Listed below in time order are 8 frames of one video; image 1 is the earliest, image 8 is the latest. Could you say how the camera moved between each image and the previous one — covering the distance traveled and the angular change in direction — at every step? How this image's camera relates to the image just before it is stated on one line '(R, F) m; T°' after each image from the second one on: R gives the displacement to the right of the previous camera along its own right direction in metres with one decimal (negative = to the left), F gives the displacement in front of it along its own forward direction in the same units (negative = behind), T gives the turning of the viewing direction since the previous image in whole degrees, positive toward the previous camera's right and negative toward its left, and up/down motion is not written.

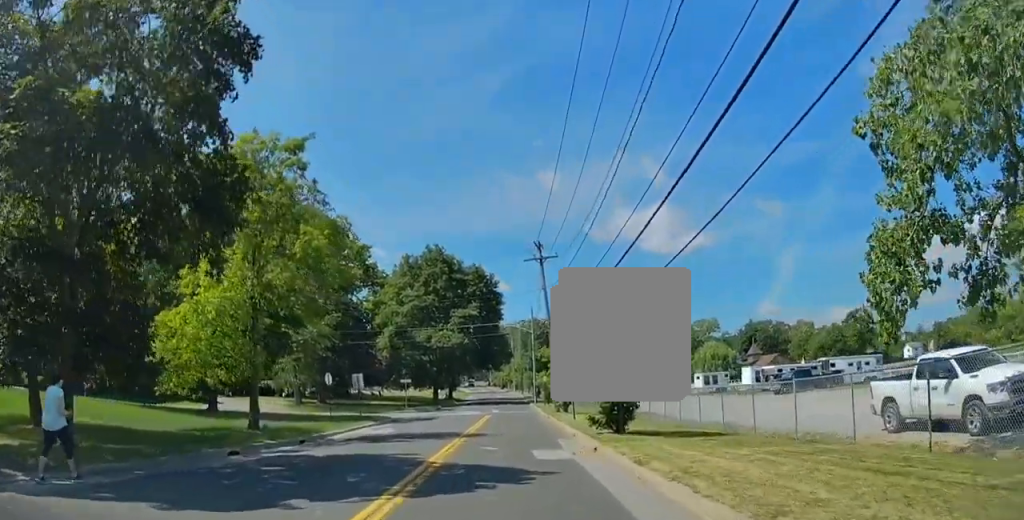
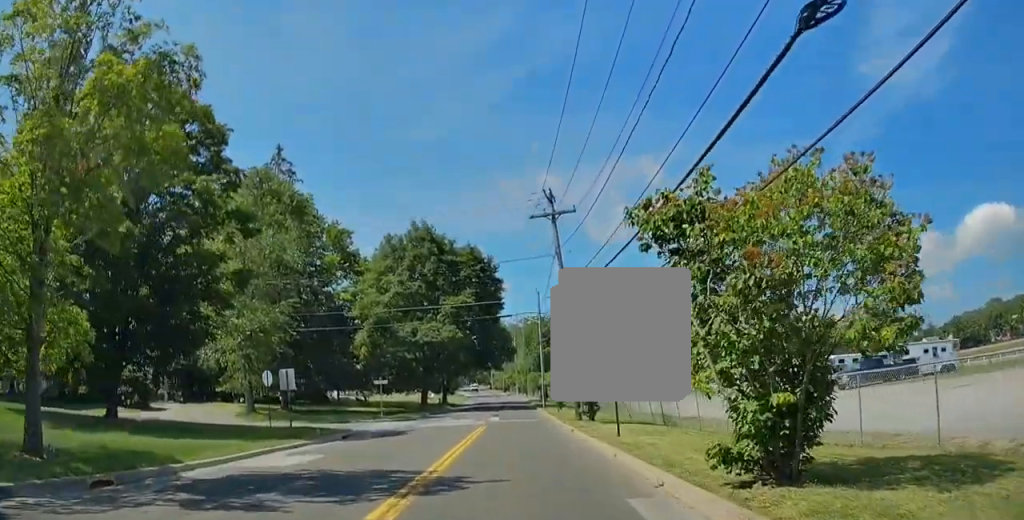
(+0.1, +12.9) m; -2°
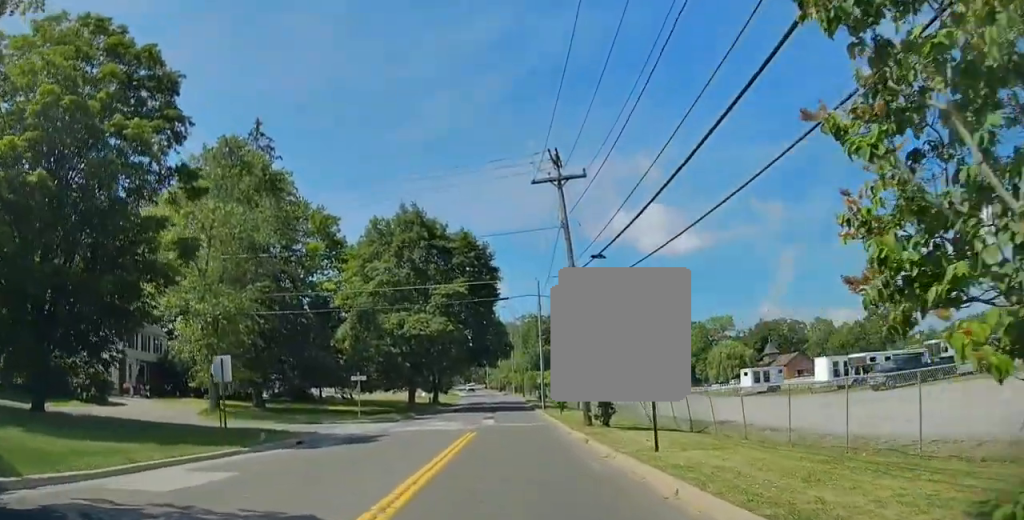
(-0.4, +5.8) m; -1°
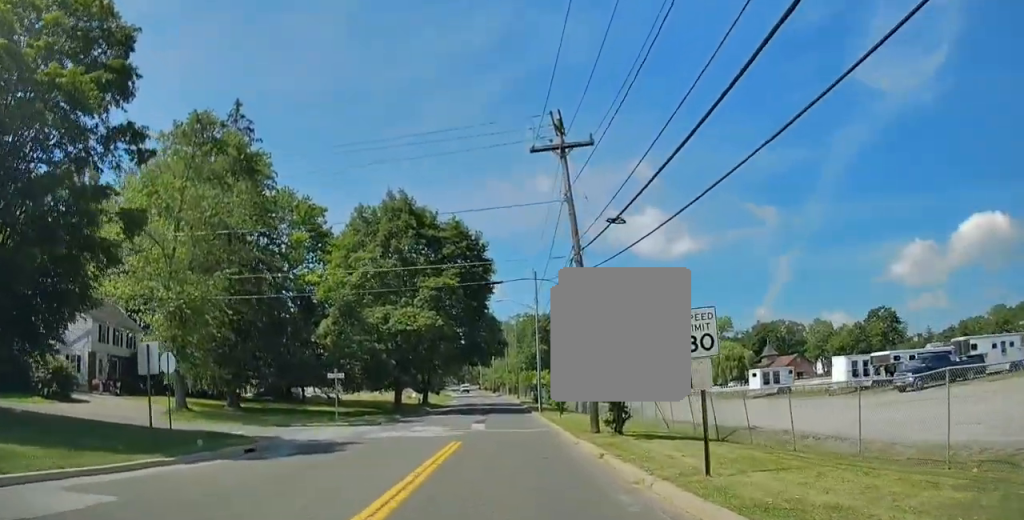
(0.0, +4.3) m; -1°
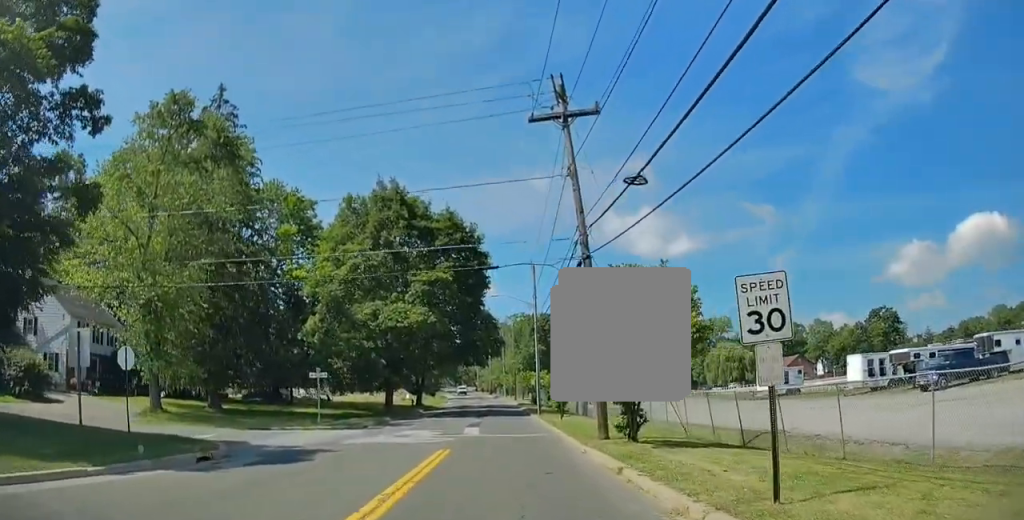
(+0.1, +3.1) m; 0°
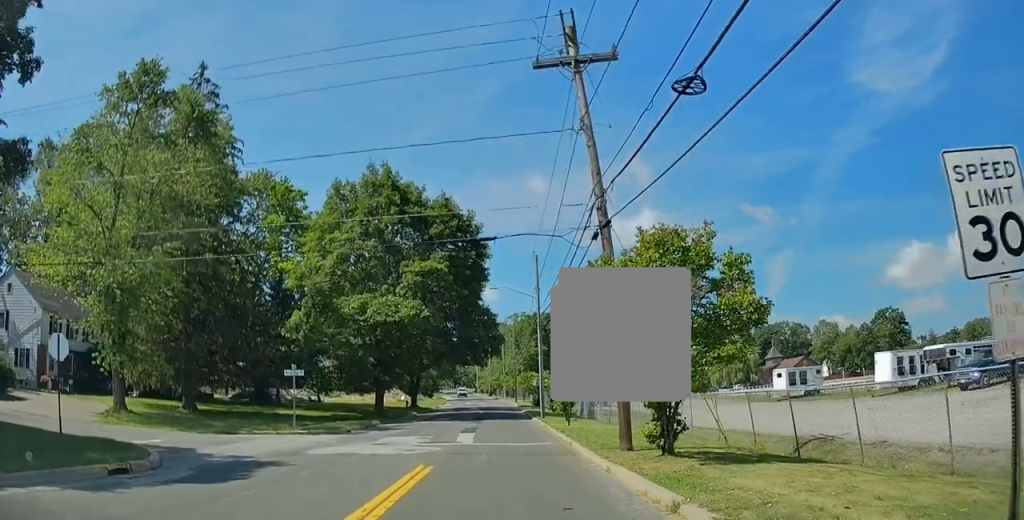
(0.0, +4.2) m; 0°
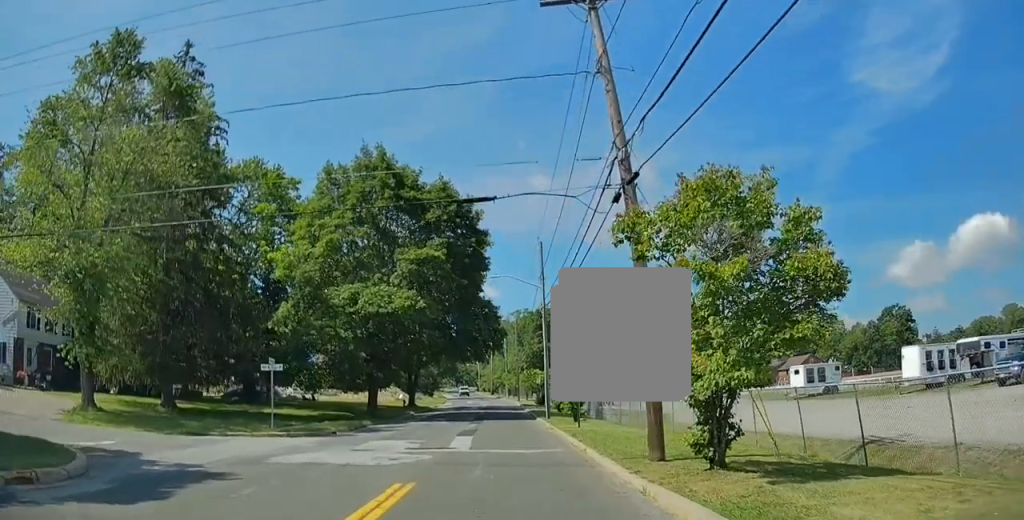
(-0.1, +3.3) m; -1°
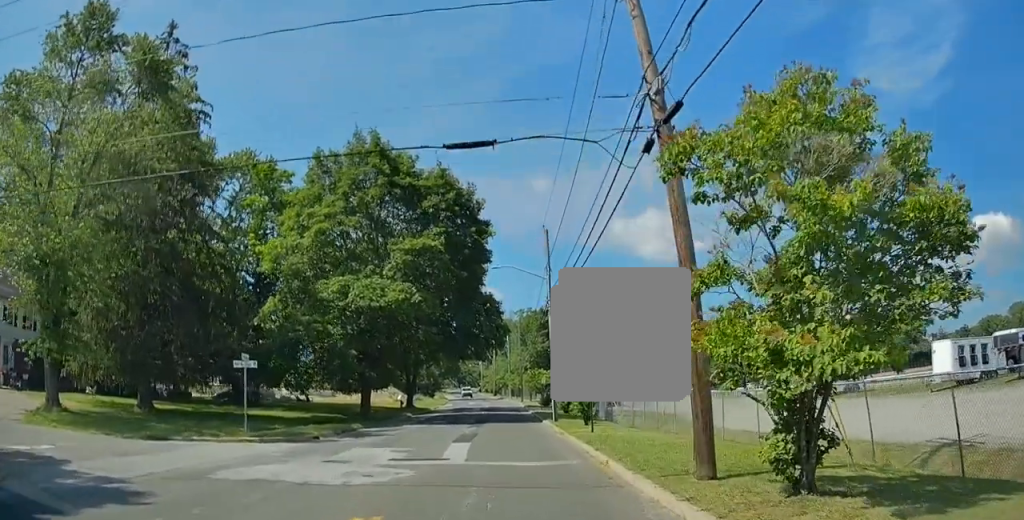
(0.0, +3.5) m; 0°
